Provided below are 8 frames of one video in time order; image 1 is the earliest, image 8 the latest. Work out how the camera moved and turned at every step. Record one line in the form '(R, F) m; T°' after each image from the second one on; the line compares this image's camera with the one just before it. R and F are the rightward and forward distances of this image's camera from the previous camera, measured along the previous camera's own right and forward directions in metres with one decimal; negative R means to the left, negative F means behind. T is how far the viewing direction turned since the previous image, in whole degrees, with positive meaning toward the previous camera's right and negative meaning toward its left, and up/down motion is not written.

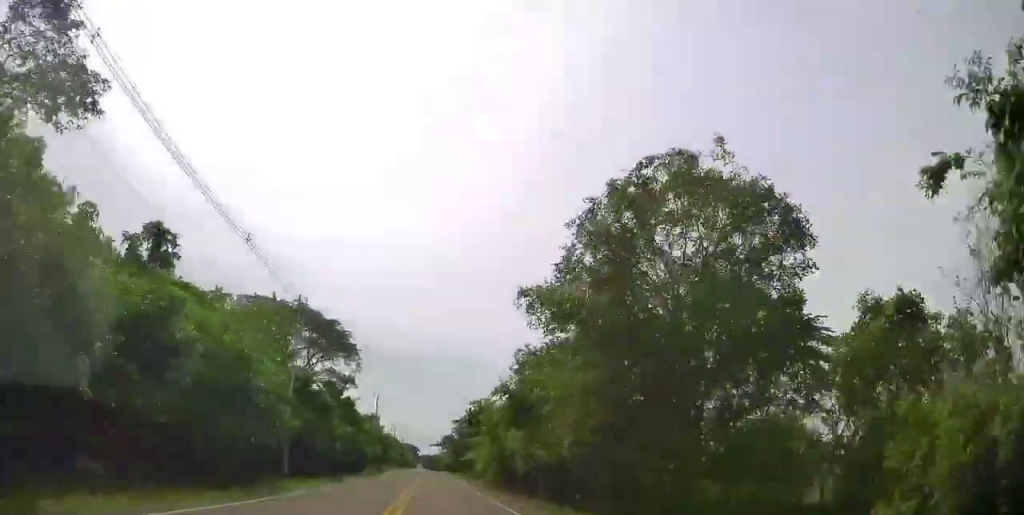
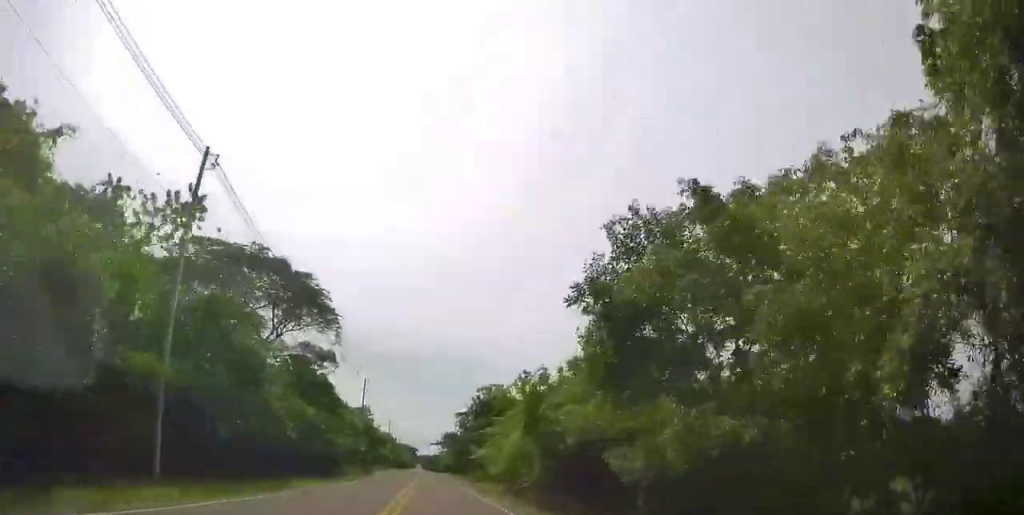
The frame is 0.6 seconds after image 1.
(-0.8, +15.7) m; -3°
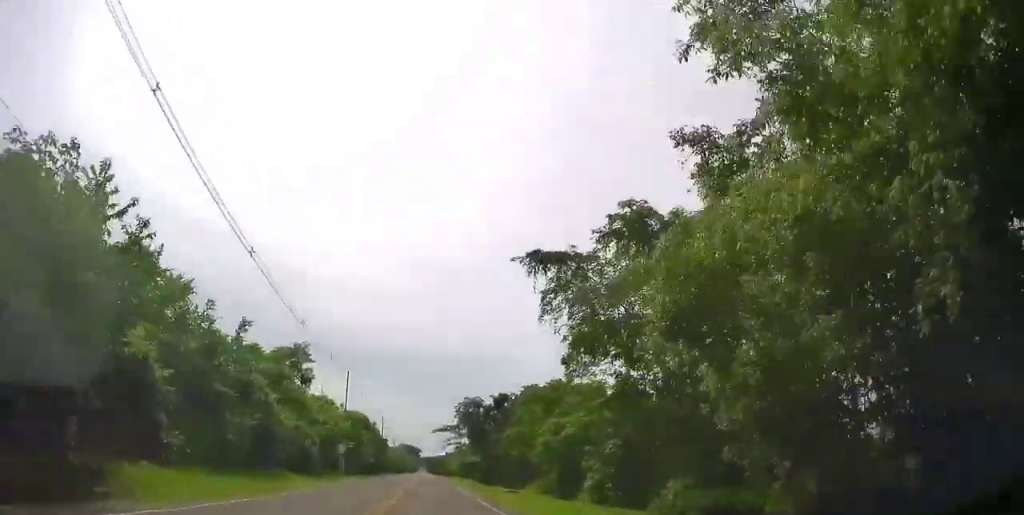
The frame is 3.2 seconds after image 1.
(-6.3, +64.9) m; -5°
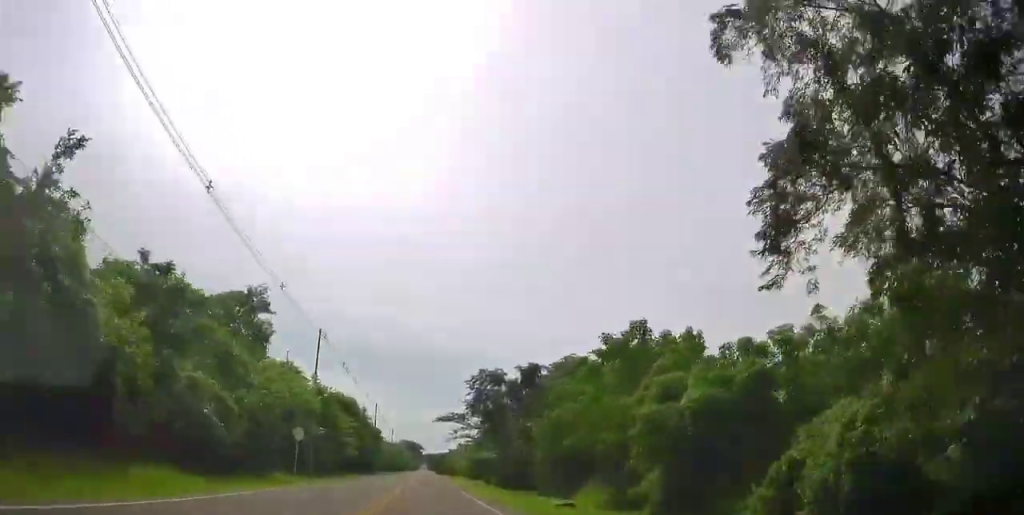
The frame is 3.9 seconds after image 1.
(+0.2, +16.9) m; -1°
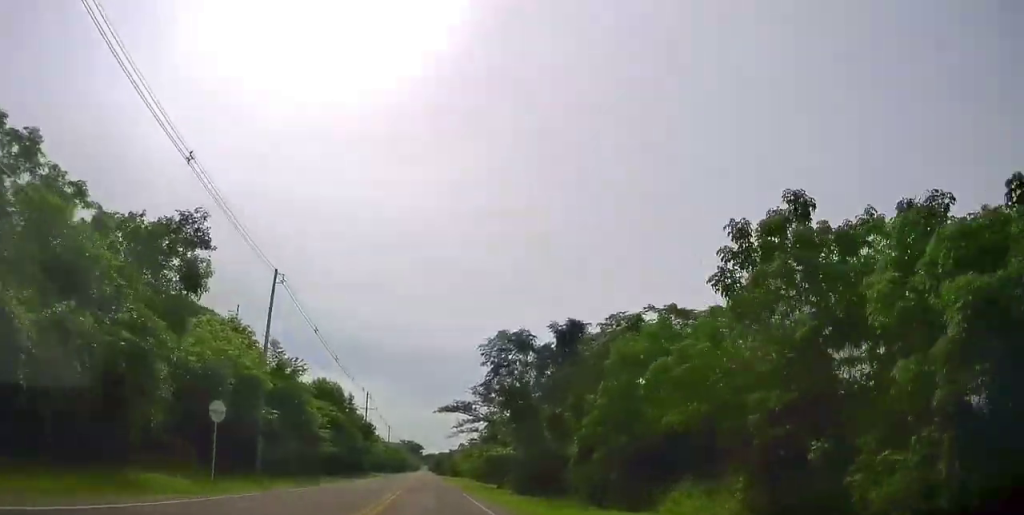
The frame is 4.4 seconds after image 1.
(-0.1, +12.9) m; 0°
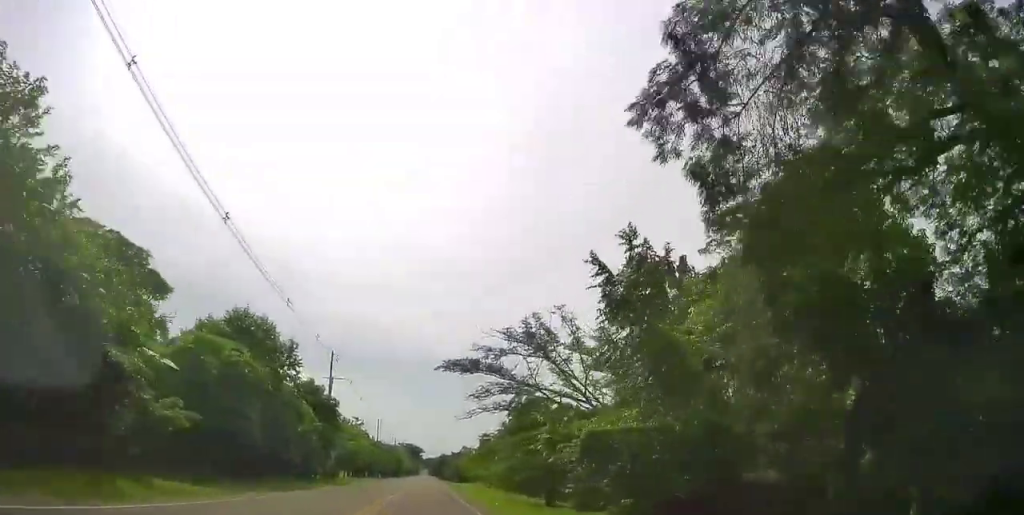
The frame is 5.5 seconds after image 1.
(-0.4, +26.9) m; 0°
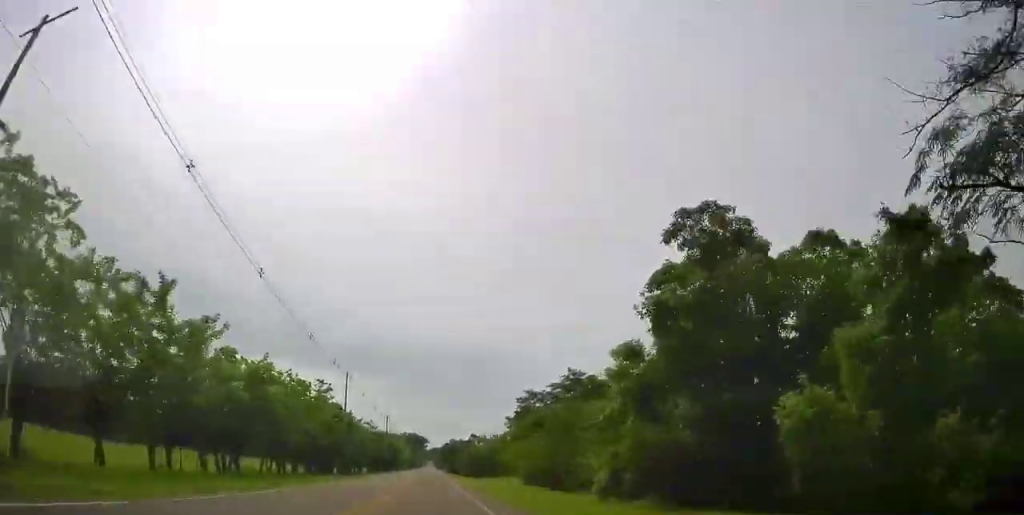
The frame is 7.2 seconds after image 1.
(-0.2, +40.7) m; 0°
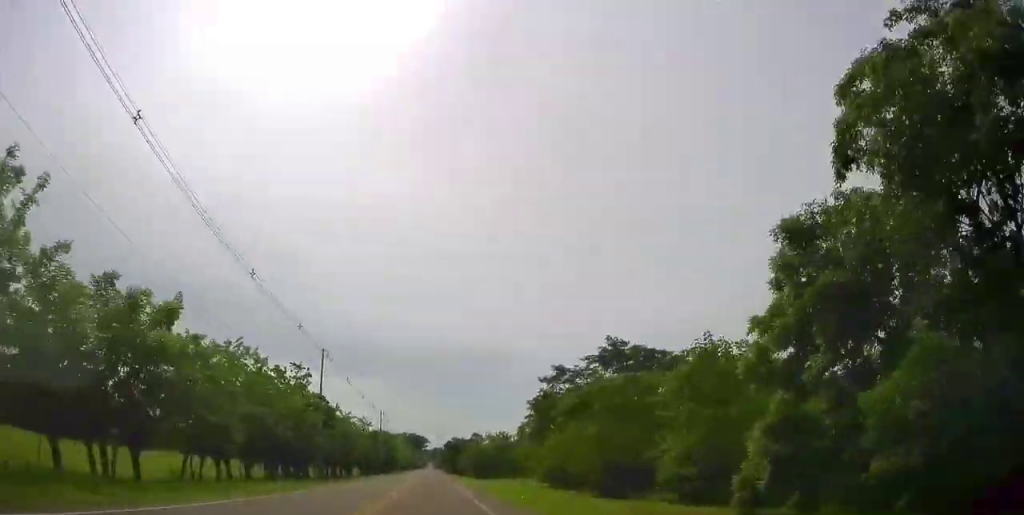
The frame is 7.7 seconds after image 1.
(+0.4, +12.8) m; 0°
